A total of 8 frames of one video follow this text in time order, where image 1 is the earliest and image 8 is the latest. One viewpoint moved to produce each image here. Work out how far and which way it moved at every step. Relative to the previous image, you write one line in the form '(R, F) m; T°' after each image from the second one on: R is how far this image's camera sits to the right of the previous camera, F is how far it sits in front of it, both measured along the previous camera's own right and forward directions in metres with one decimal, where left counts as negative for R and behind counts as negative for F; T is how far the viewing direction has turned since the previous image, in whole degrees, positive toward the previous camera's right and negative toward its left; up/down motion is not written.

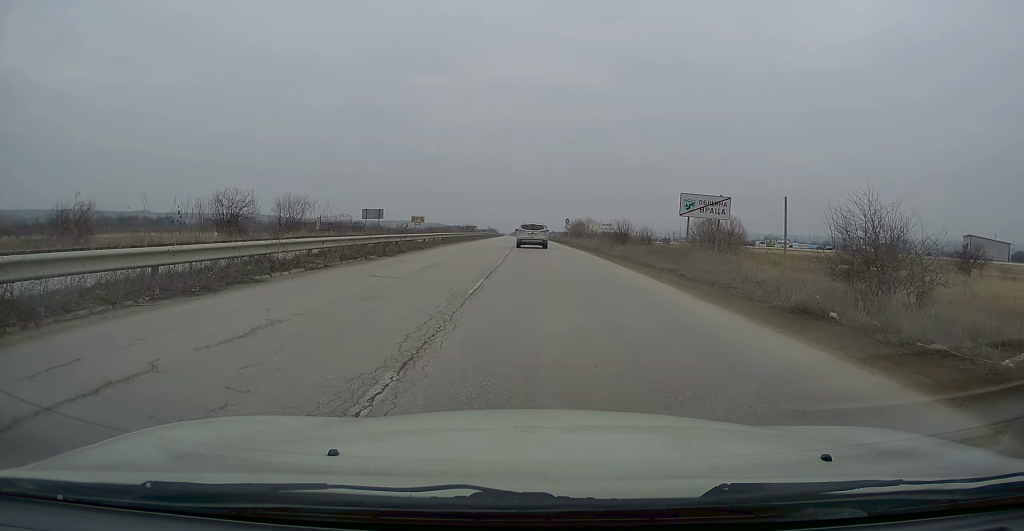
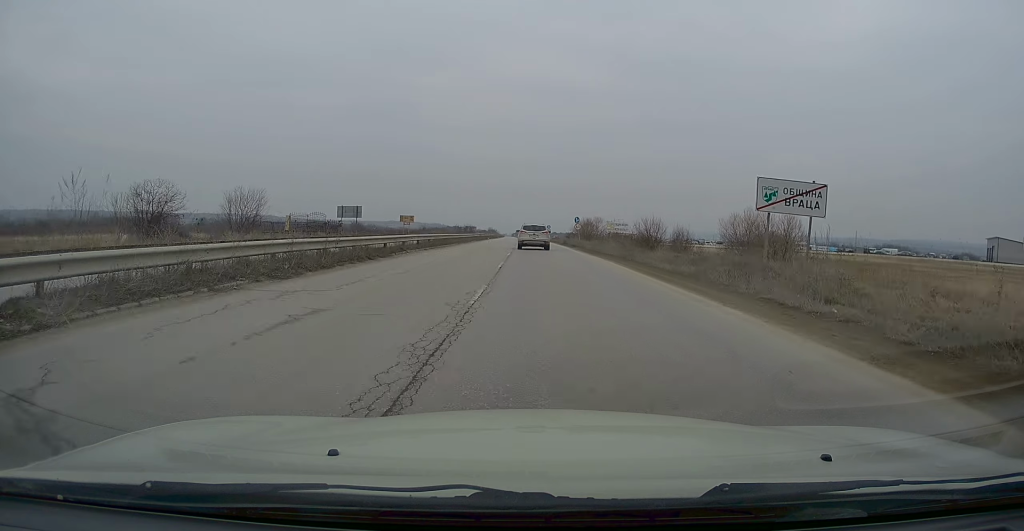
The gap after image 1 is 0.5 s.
(0.0, +10.5) m; 0°
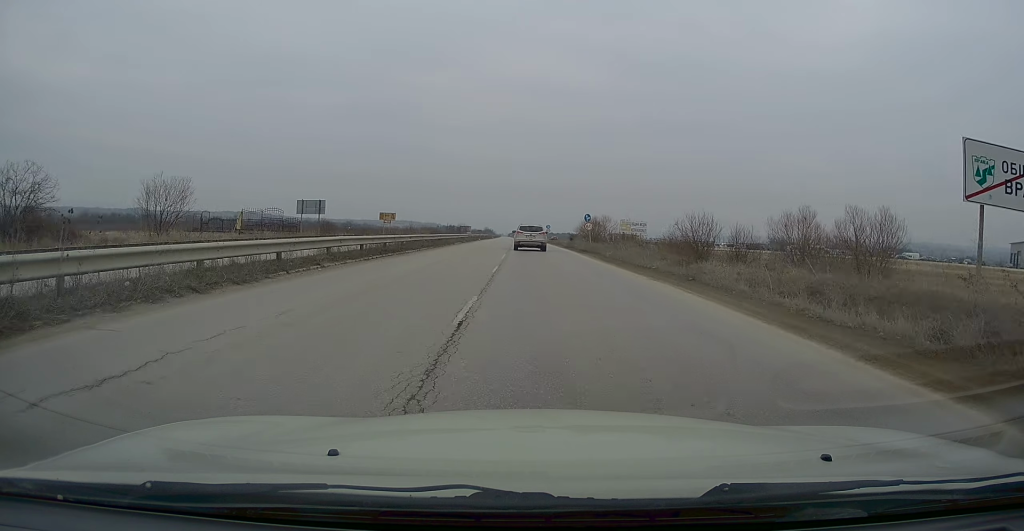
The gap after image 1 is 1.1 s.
(0.0, +11.0) m; +1°
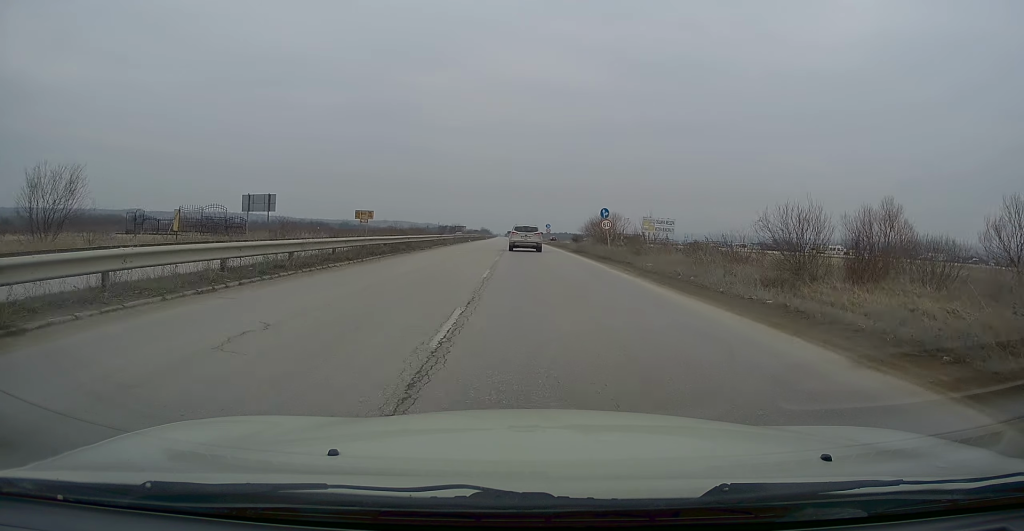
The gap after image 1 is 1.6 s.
(+0.1, +10.4) m; +1°
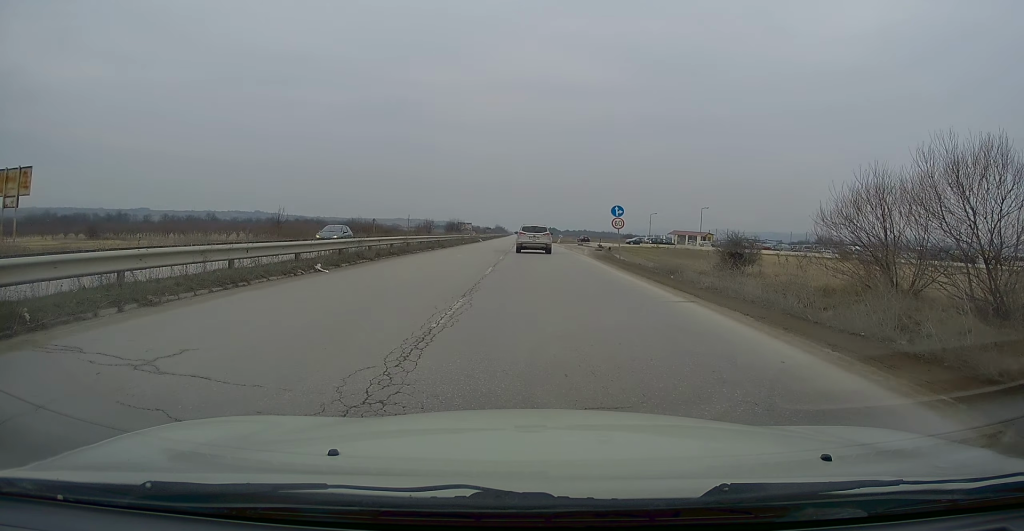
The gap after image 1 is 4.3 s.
(-0.8, +52.8) m; -2°
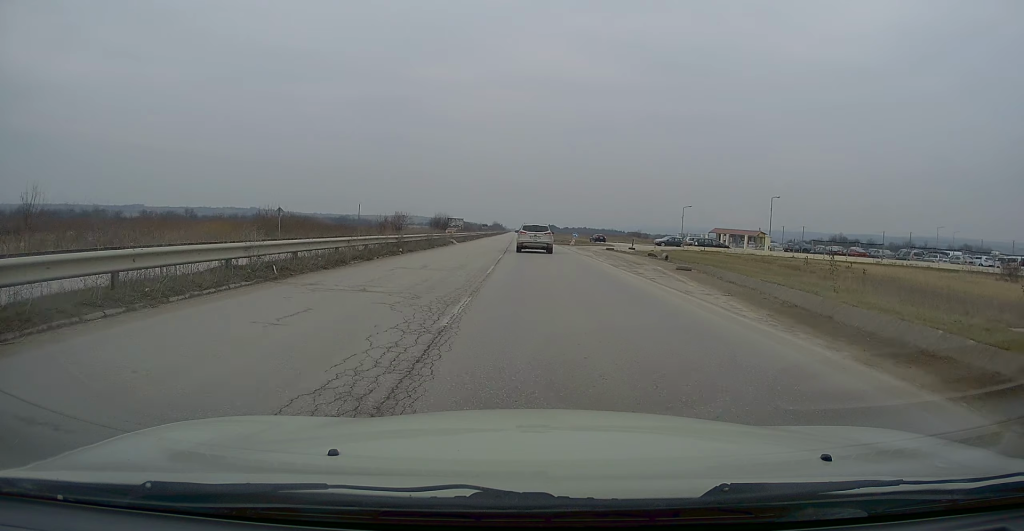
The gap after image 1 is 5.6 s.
(0.0, +26.9) m; 0°
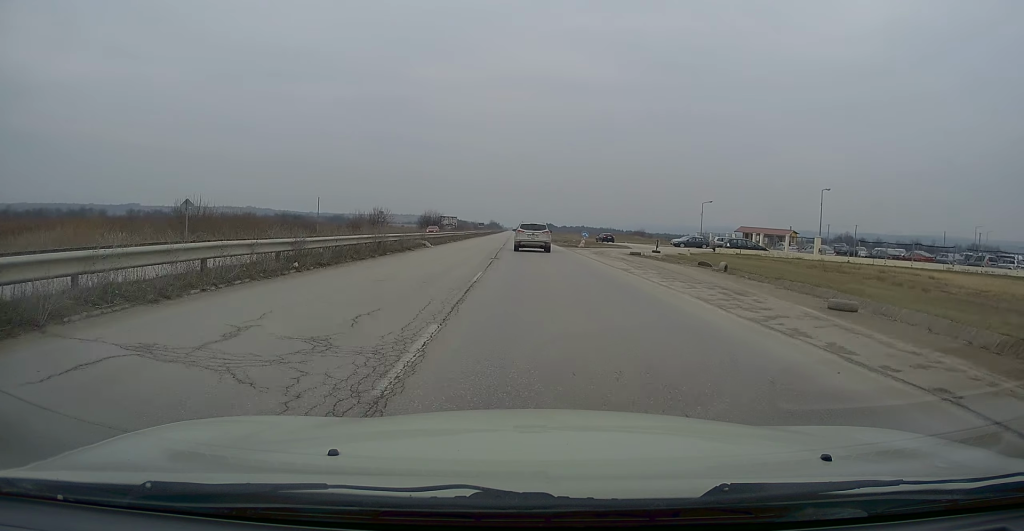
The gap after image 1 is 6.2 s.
(0.0, +12.1) m; 0°
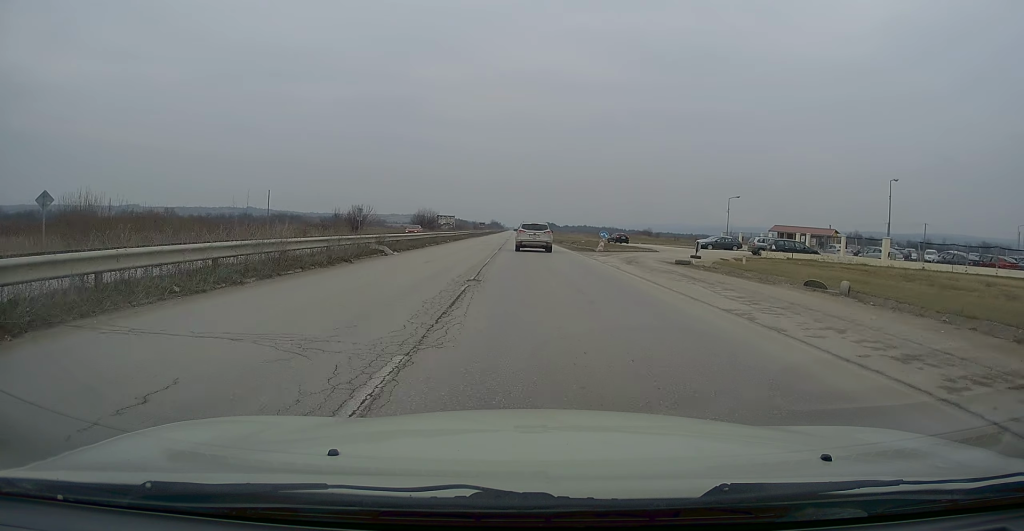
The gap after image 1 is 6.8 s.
(0.0, +10.8) m; 0°
